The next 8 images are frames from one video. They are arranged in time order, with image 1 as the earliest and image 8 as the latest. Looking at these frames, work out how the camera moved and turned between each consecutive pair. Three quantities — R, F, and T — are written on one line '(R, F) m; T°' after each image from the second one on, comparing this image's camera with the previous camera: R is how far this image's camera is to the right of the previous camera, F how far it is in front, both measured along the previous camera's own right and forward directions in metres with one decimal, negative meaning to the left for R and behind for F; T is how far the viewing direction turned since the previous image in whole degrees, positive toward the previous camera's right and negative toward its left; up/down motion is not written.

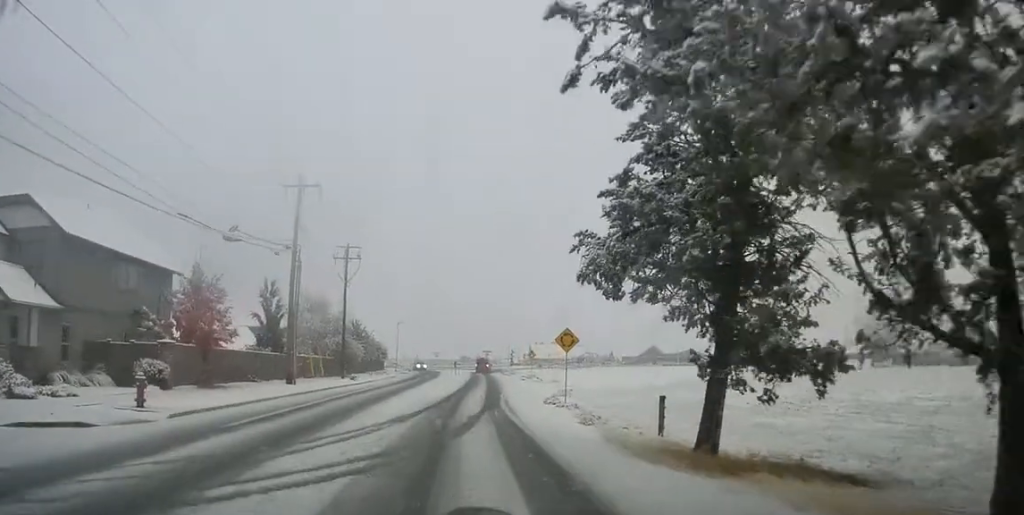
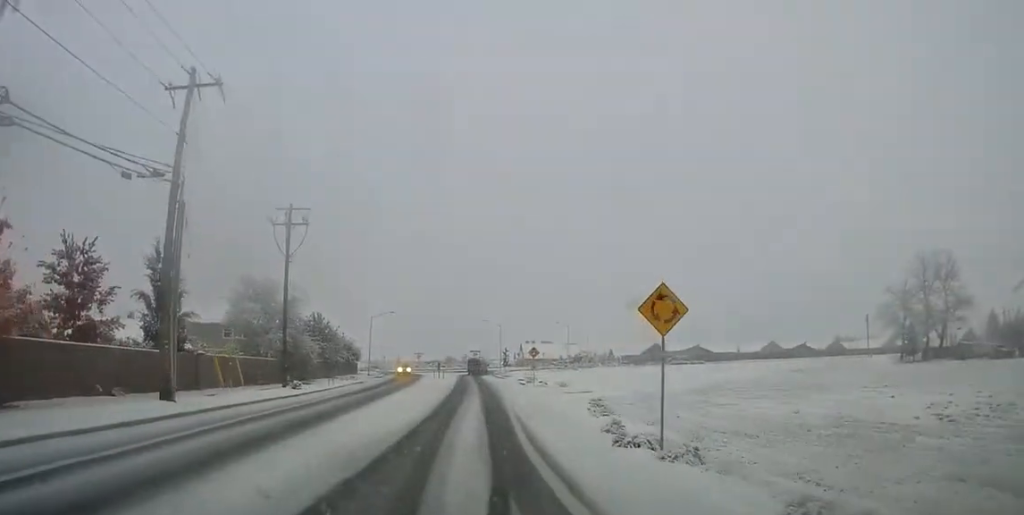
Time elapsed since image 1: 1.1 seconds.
(-0.2, +15.6) m; +1°
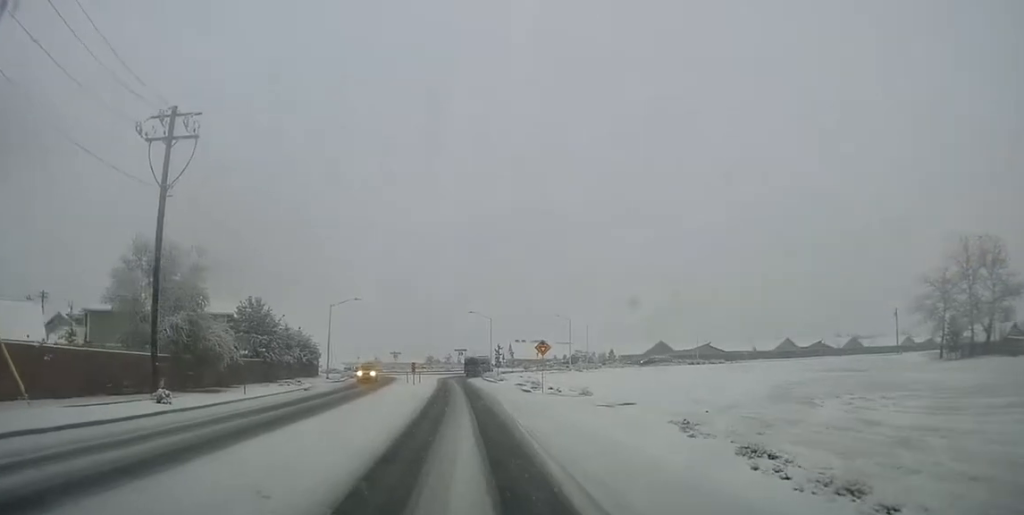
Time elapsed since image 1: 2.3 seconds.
(+0.7, +17.0) m; +4°
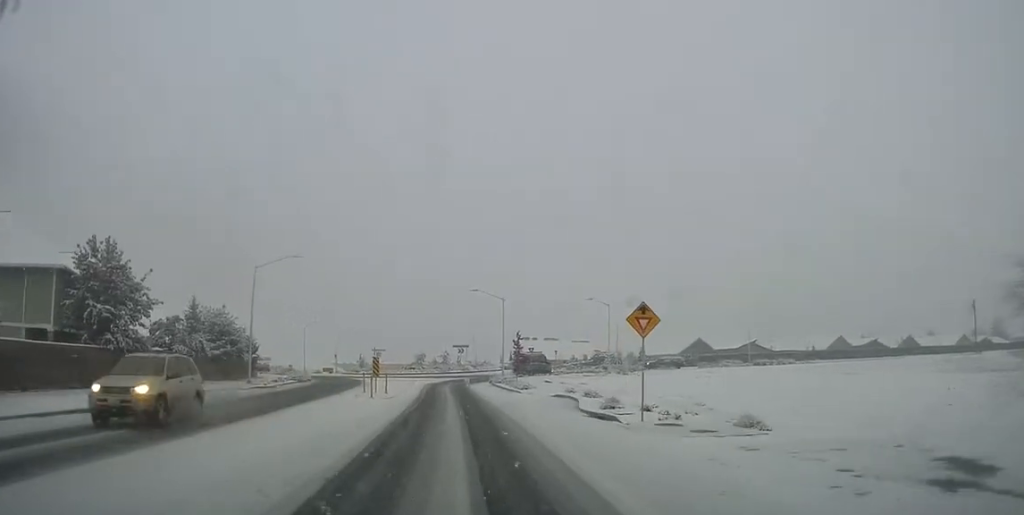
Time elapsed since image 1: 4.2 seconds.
(-0.5, +24.2) m; -4°
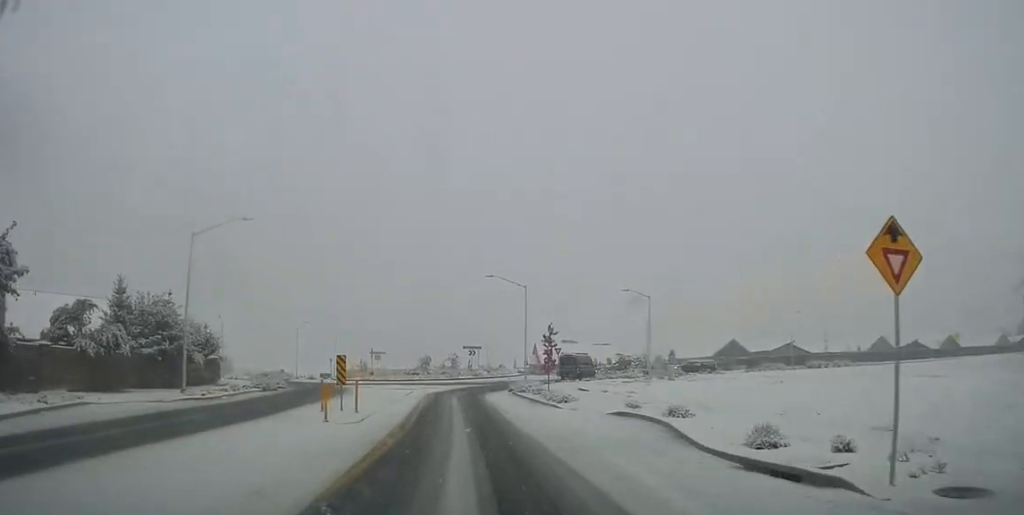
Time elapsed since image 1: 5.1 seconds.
(-0.3, +11.6) m; 0°
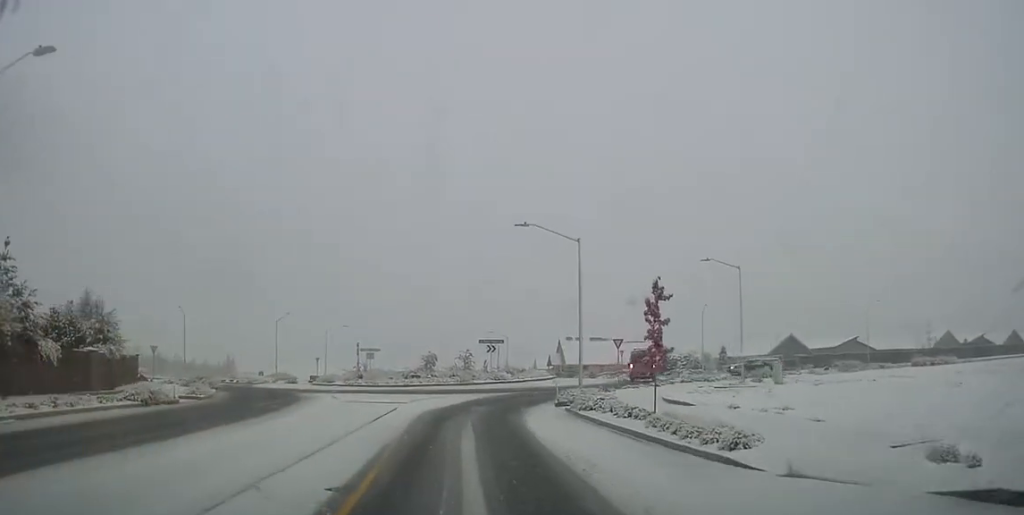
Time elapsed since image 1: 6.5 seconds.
(+0.4, +16.8) m; +1°
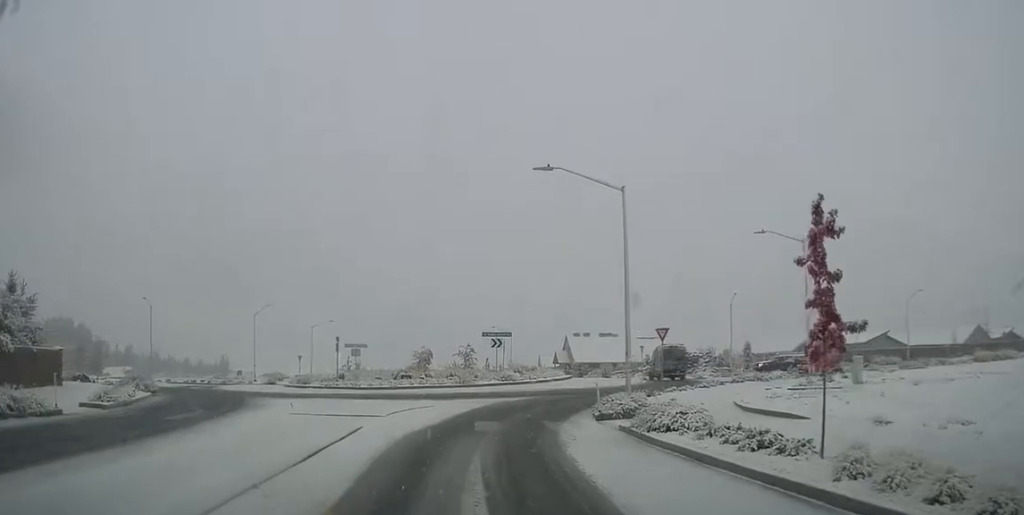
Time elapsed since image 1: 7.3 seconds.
(-0.2, +8.1) m; +2°
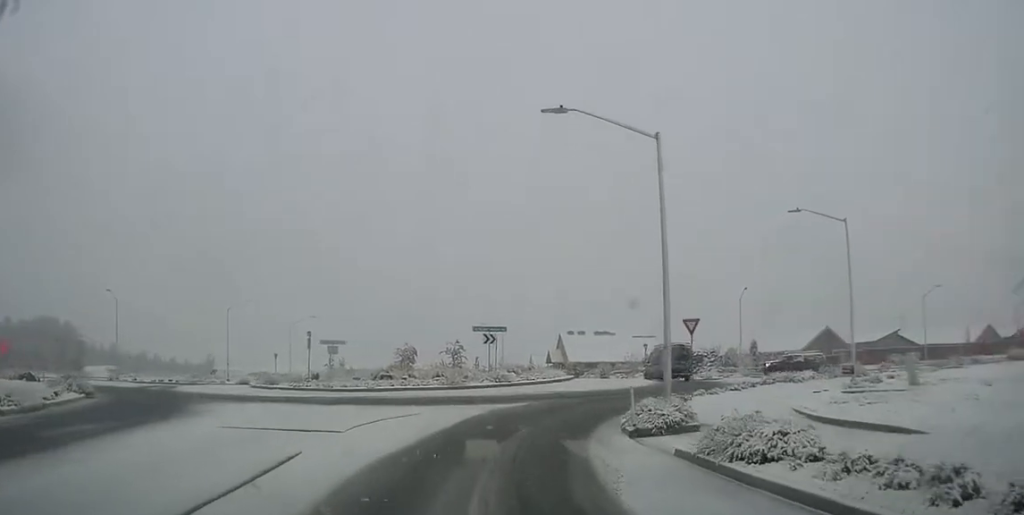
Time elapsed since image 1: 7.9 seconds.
(+0.1, +5.1) m; +2°
